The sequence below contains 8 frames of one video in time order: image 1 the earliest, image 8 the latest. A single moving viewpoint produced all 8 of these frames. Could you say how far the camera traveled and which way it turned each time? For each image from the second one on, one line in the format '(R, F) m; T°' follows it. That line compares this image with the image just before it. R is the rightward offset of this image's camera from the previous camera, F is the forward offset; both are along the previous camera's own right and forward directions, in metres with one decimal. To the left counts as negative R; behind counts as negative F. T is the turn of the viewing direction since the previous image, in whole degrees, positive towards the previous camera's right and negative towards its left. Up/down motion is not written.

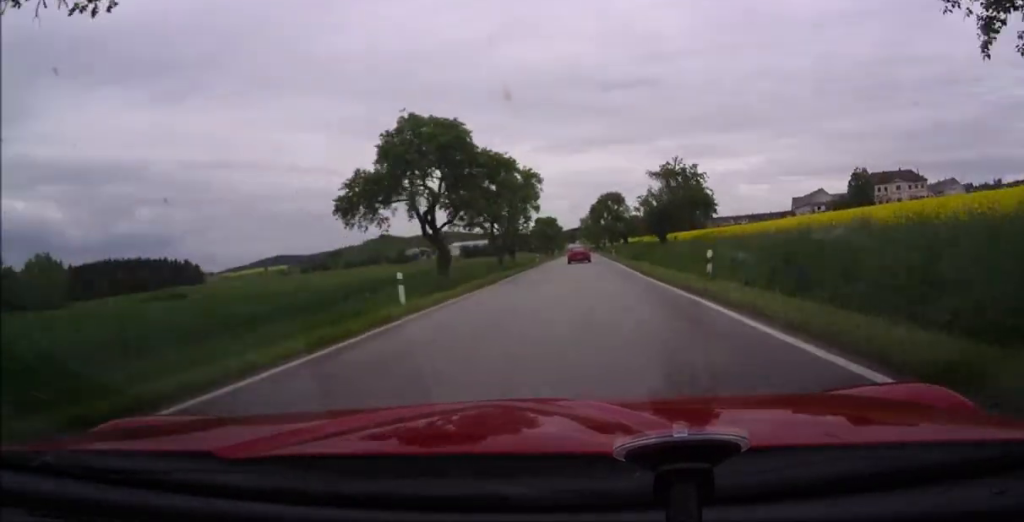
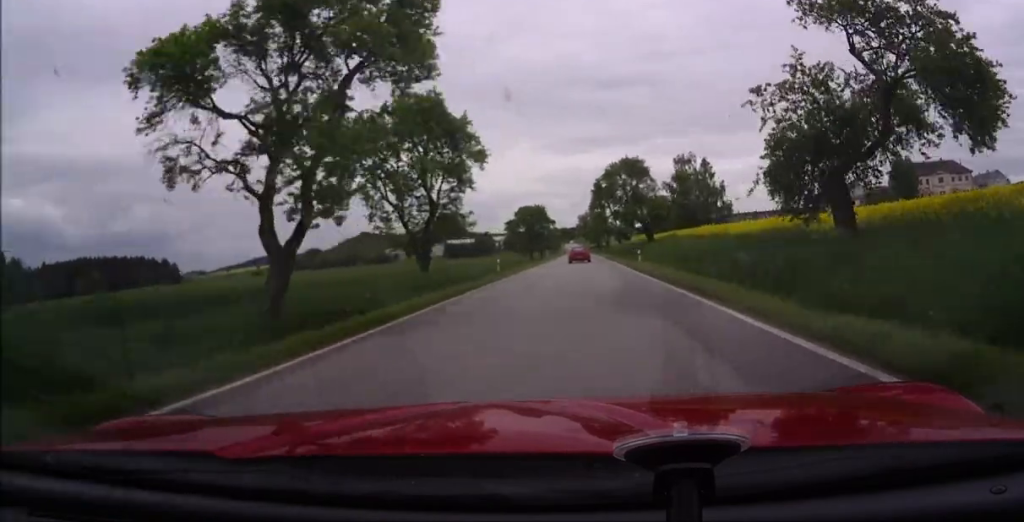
(-0.1, +30.8) m; 0°
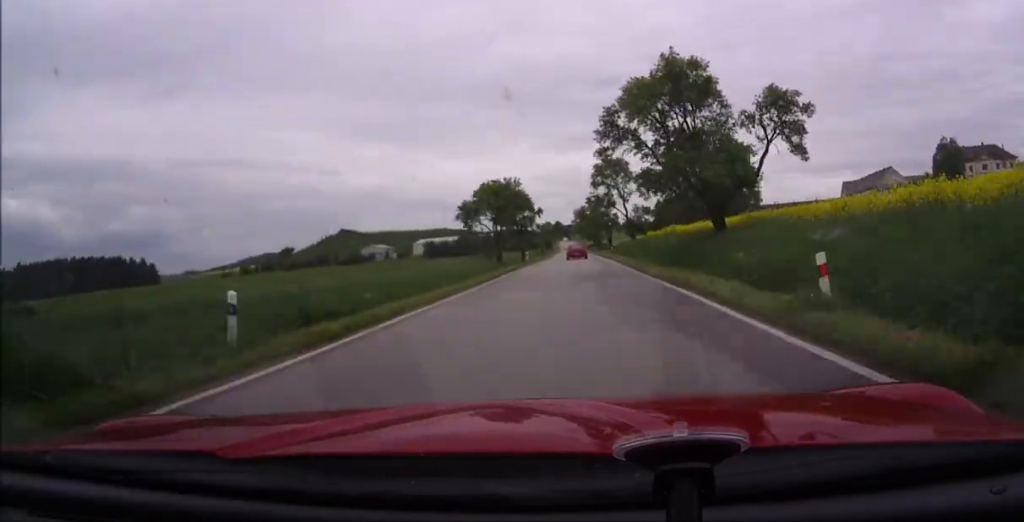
(+0.1, +26.6) m; 0°
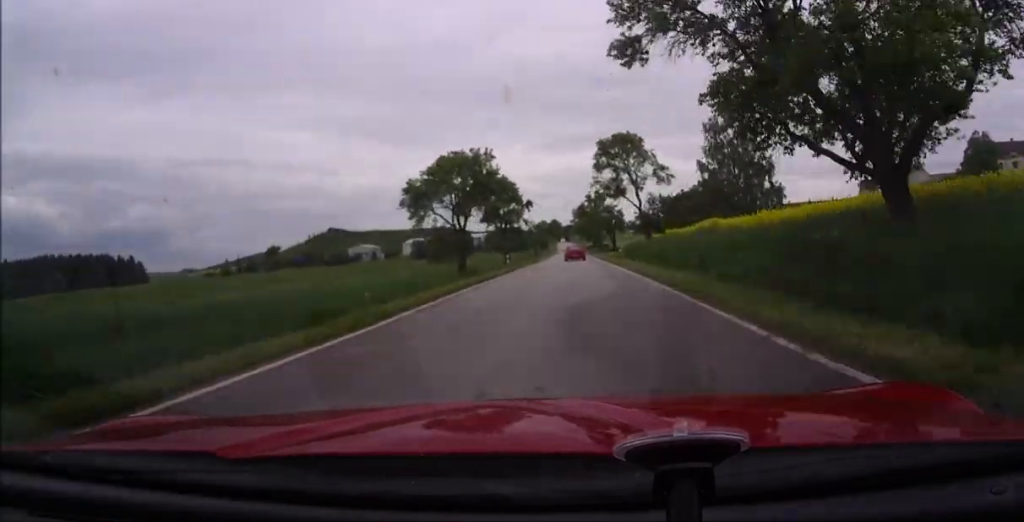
(+0.1, +14.7) m; 0°
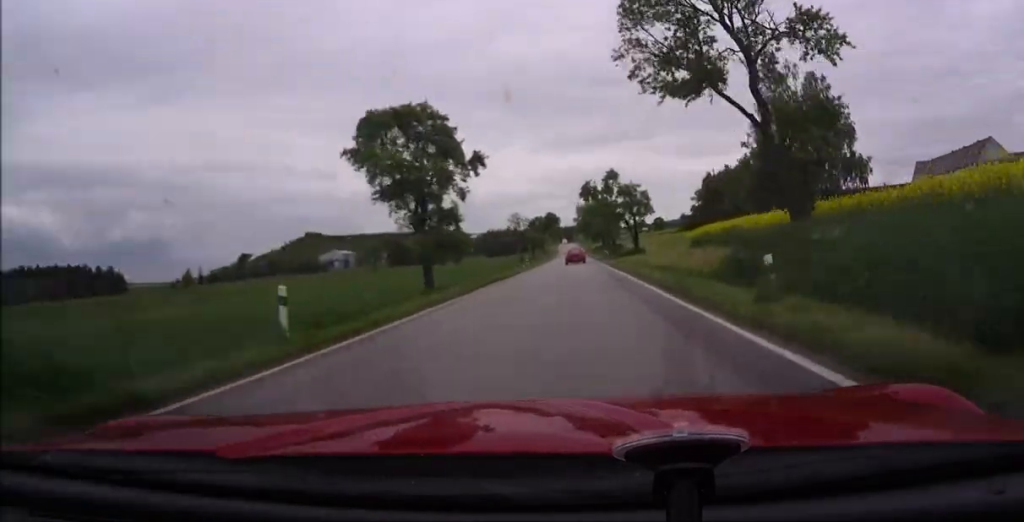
(+0.1, +32.6) m; 0°
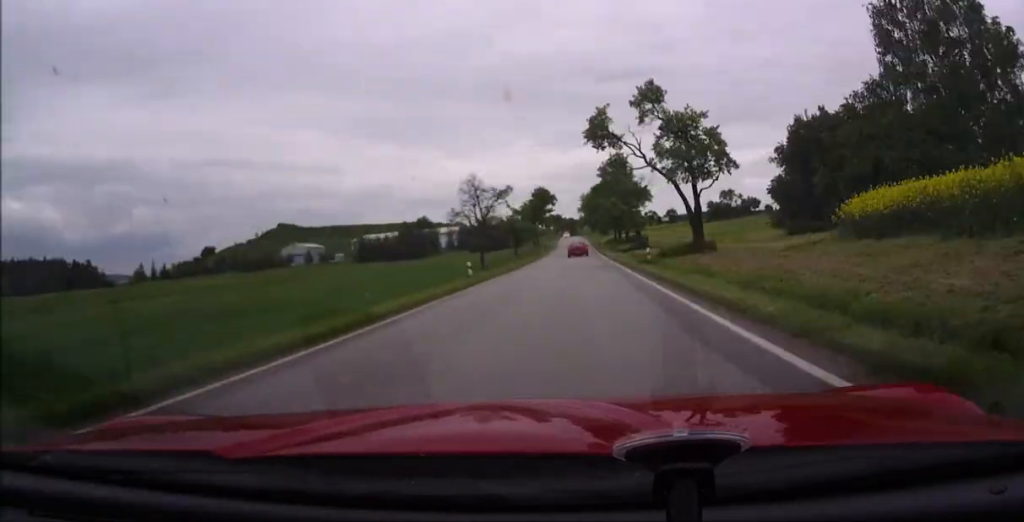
(0.0, +32.0) m; +1°
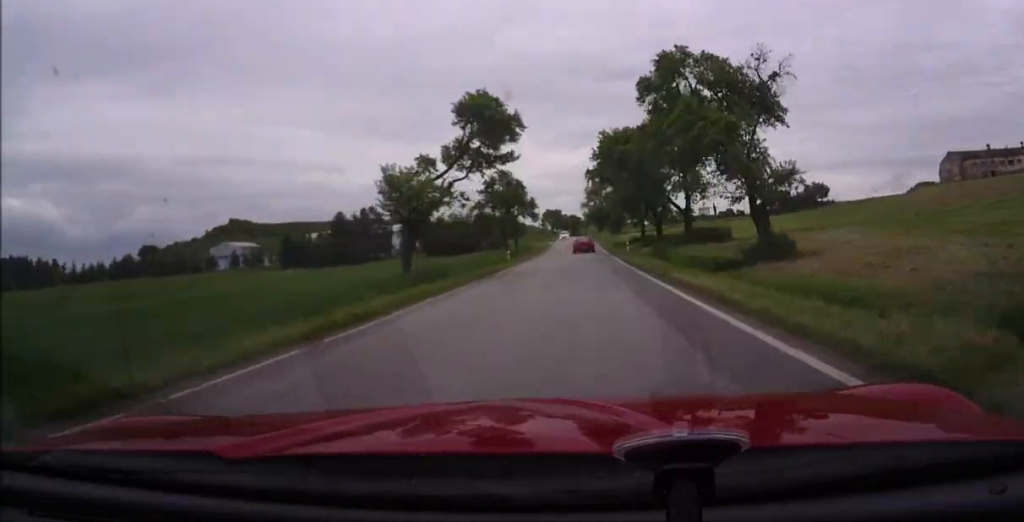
(+0.7, +40.3) m; +2°
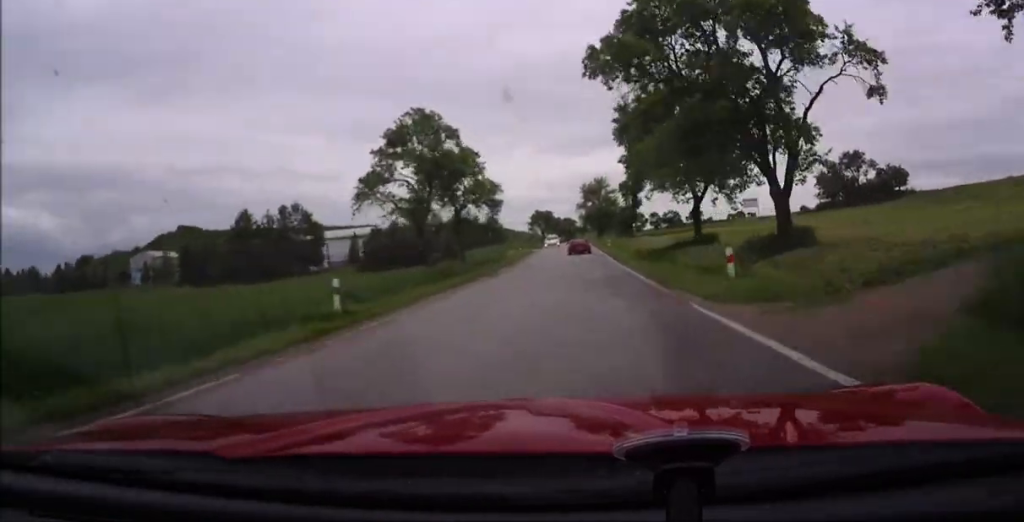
(+0.3, +29.0) m; +1°
